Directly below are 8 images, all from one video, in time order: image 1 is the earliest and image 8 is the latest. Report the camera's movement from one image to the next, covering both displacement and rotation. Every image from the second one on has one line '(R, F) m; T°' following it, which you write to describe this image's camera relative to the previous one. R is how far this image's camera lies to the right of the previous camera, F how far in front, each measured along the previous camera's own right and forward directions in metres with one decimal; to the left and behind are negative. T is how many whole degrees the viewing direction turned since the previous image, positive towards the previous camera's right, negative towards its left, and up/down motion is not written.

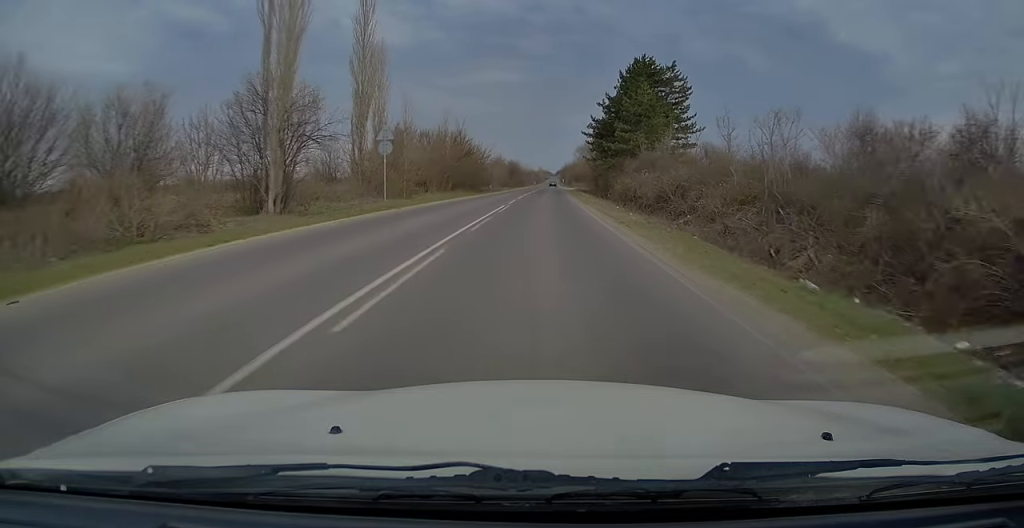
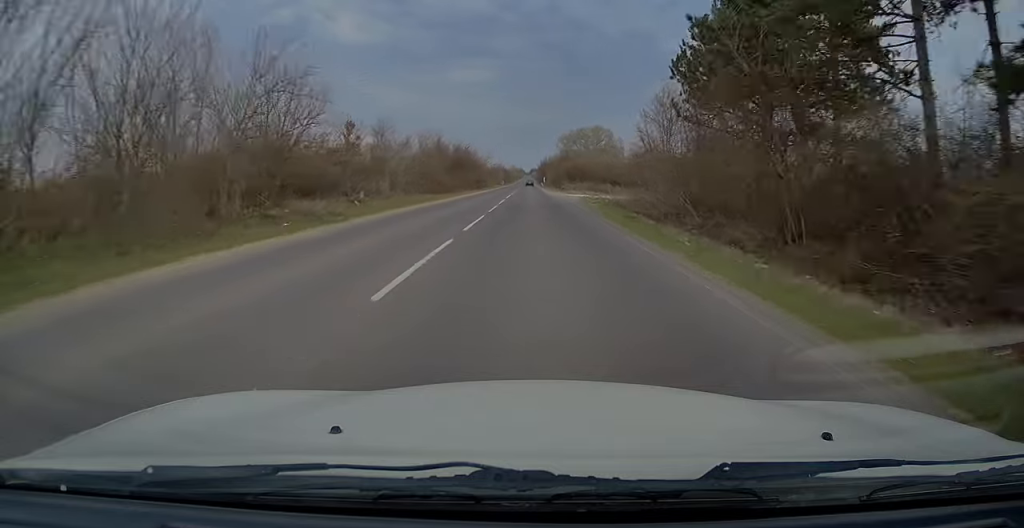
(+1.6, +62.9) m; +2°
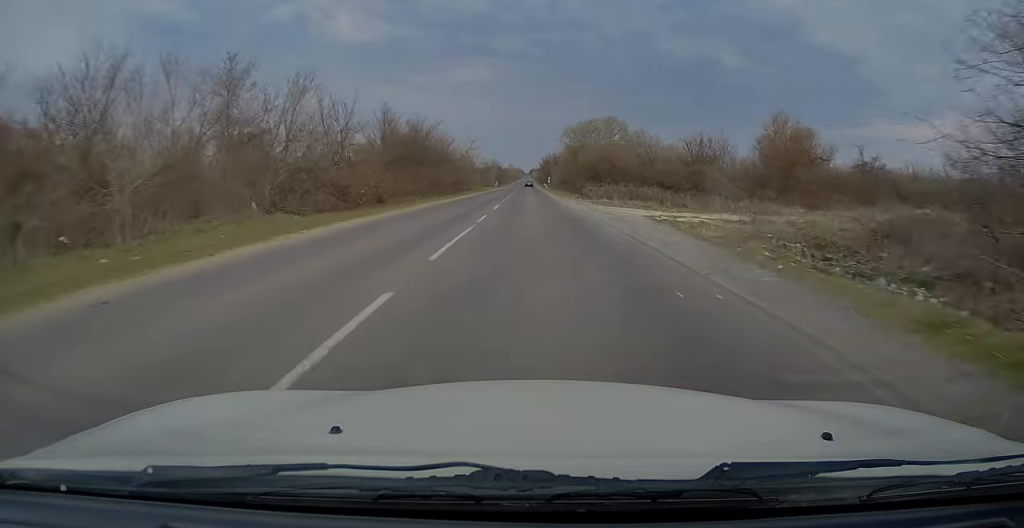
(-0.2, +32.2) m; 0°
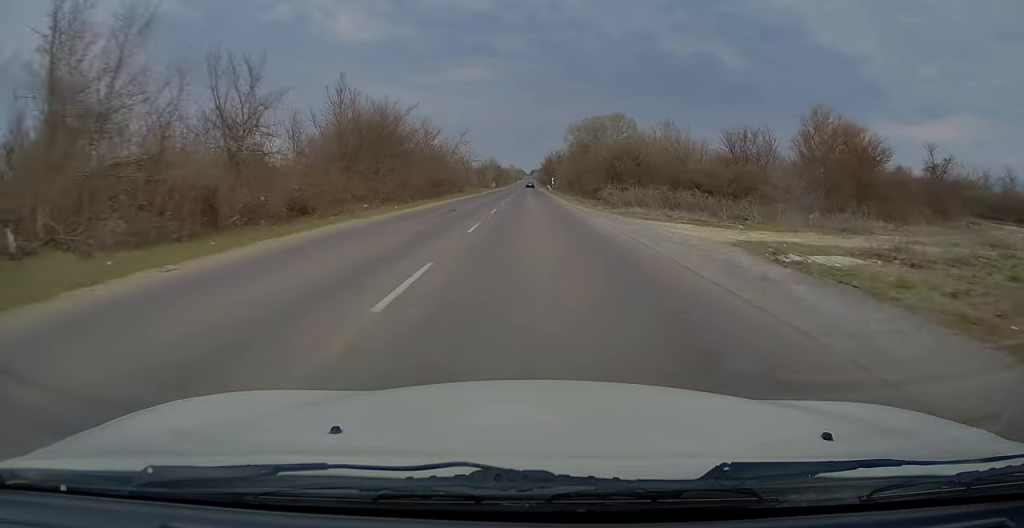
(+0.1, +12.8) m; 0°
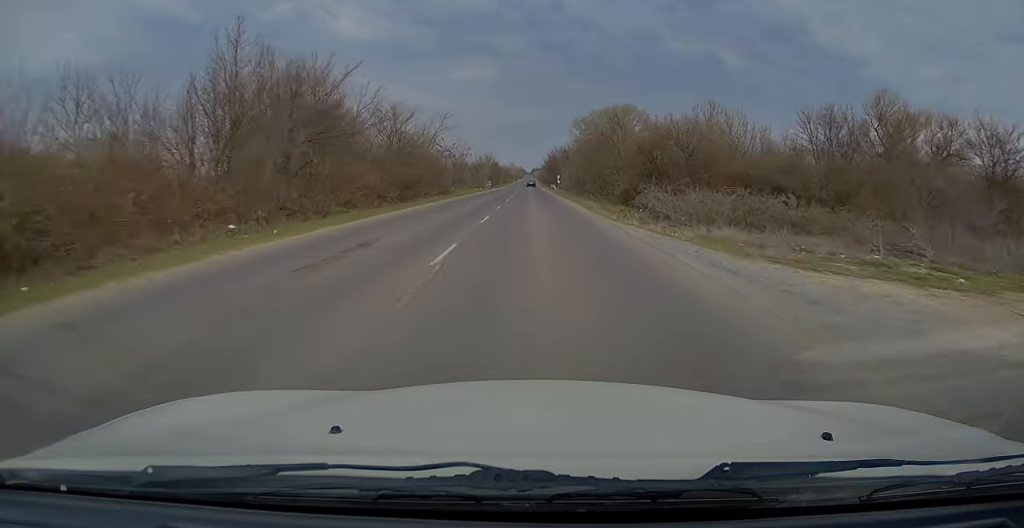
(+0.2, +15.1) m; 0°
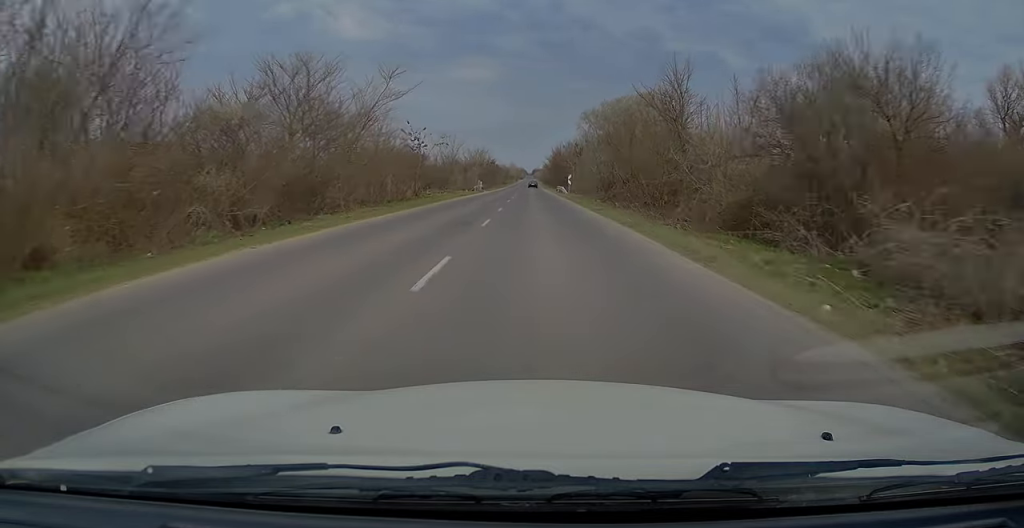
(-0.1, +19.8) m; 0°
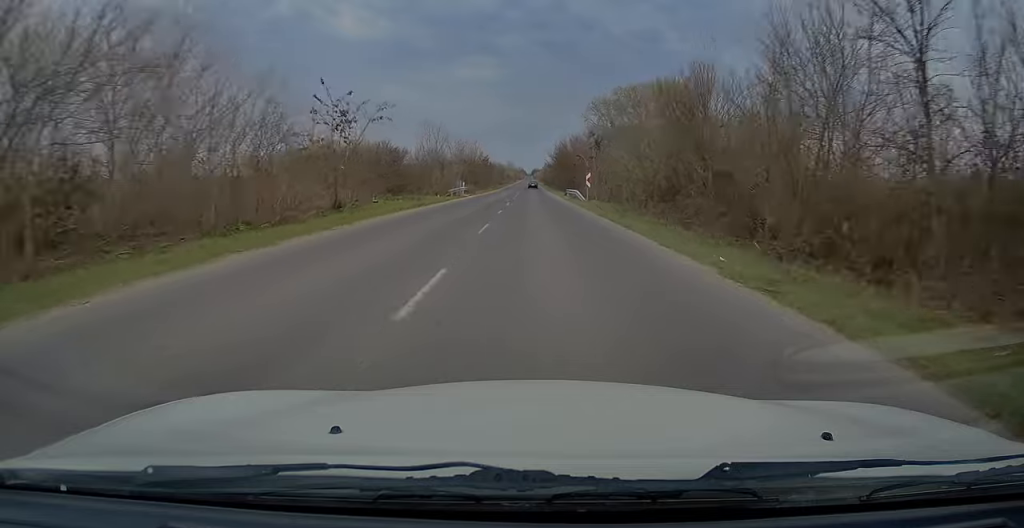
(0.0, +19.7) m; 0°
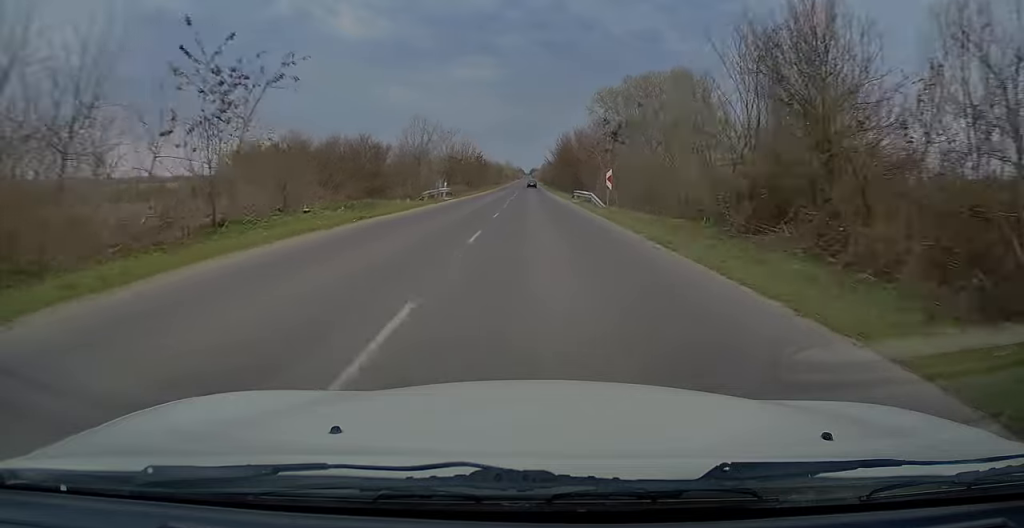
(0.0, +11.4) m; 0°
